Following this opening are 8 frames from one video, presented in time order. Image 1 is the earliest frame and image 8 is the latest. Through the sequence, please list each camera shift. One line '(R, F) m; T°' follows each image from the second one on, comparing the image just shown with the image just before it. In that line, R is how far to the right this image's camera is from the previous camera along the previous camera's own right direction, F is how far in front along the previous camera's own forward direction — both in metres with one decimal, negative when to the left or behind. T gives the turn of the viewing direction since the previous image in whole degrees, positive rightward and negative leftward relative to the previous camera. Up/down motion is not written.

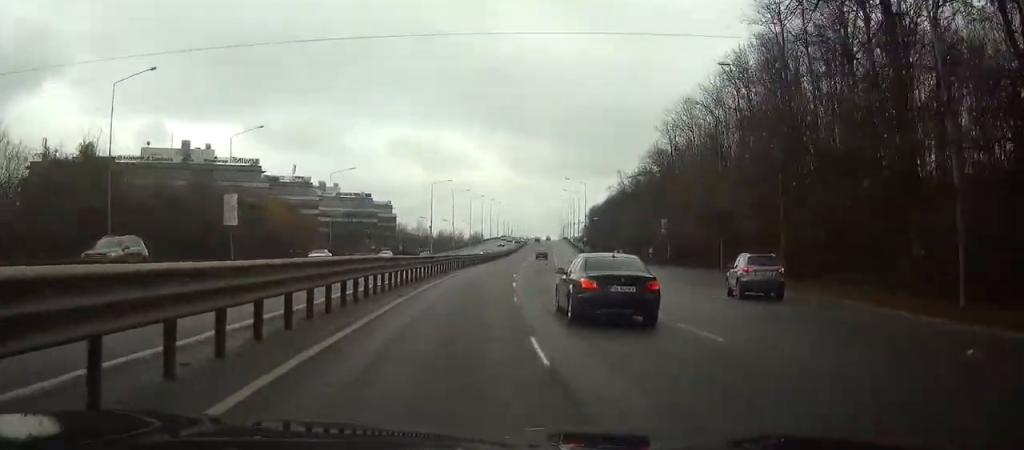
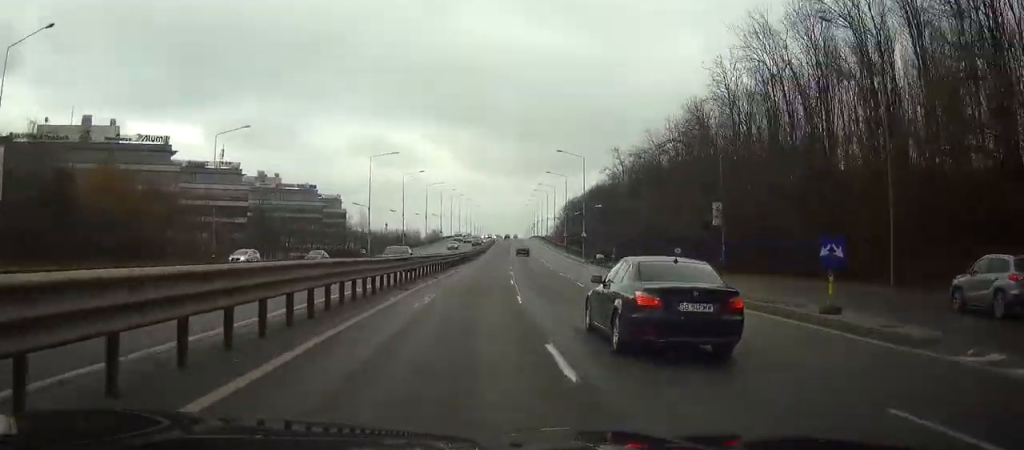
(+1.0, +33.4) m; +3°
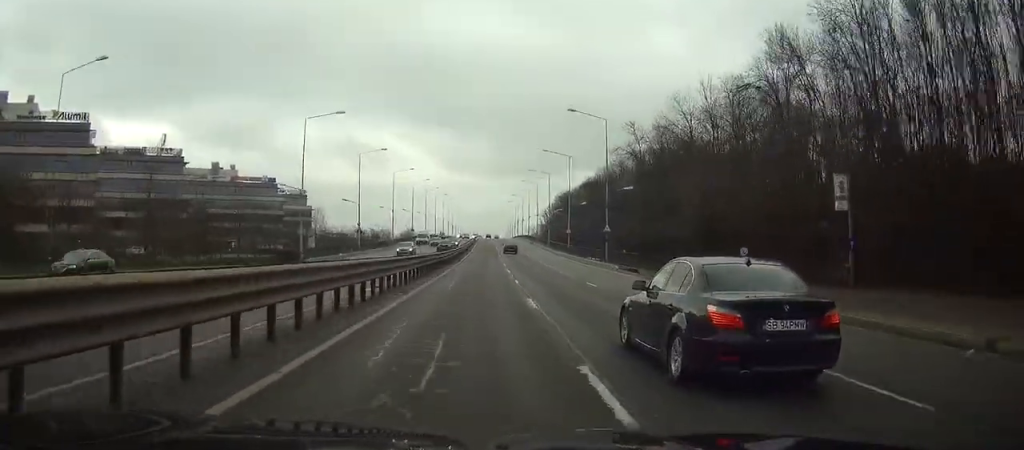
(+0.5, +25.4) m; +2°
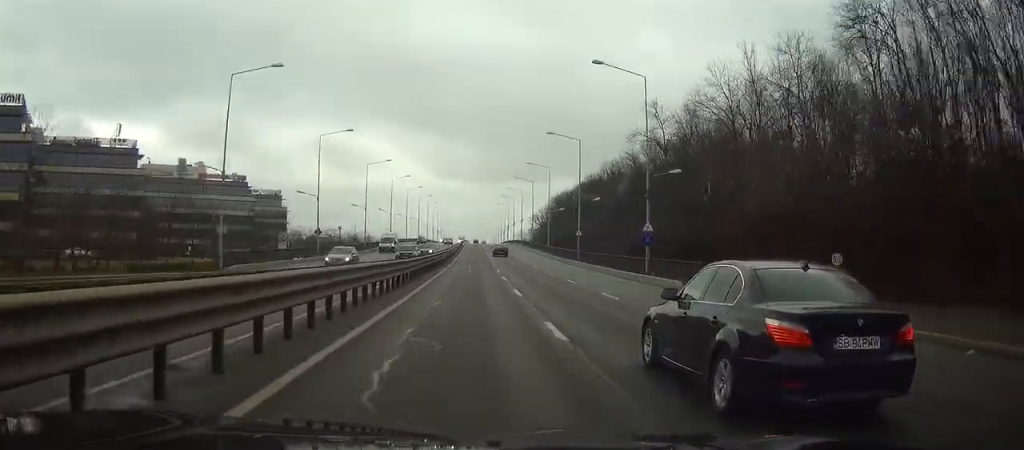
(+0.3, +17.3) m; +1°
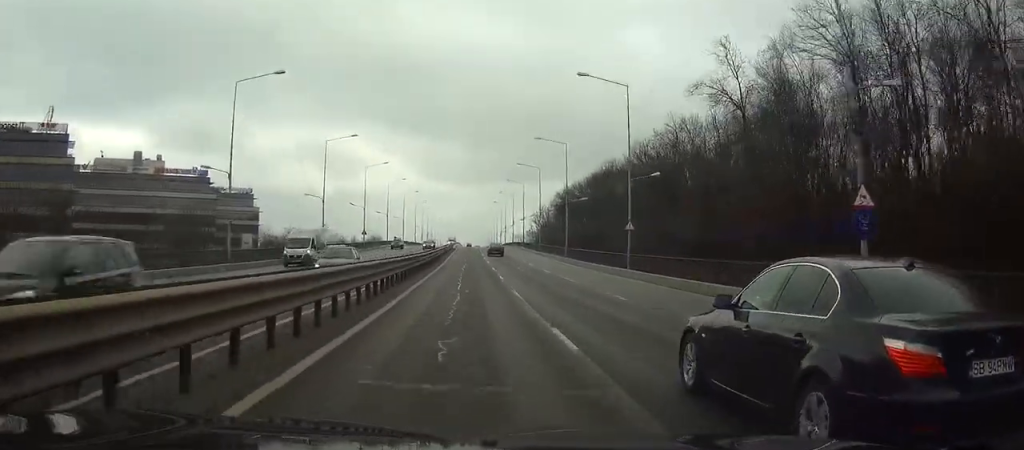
(+0.3, +24.7) m; +1°
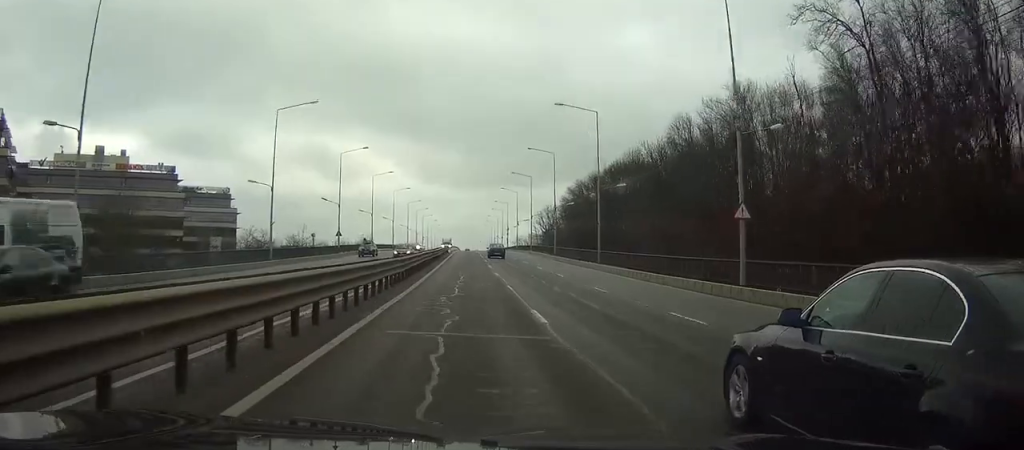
(+0.1, +19.3) m; +1°
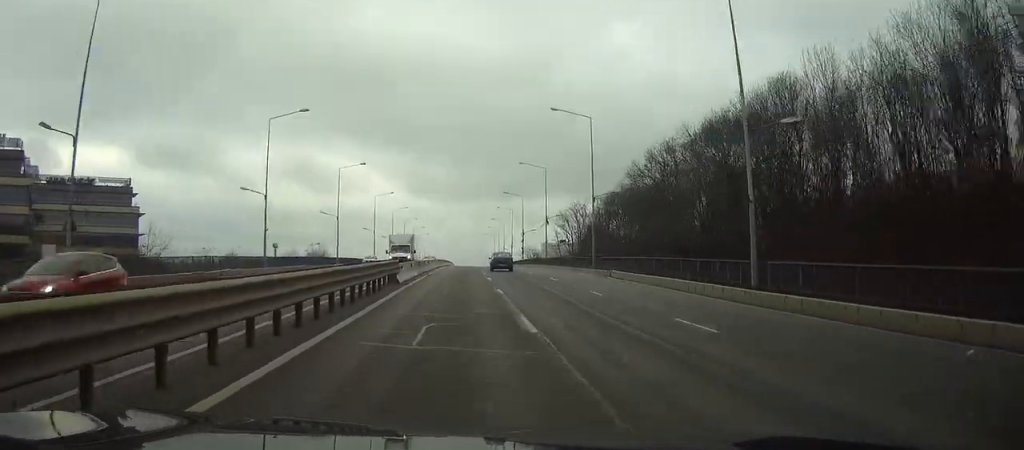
(+0.3, +59.3) m; 0°
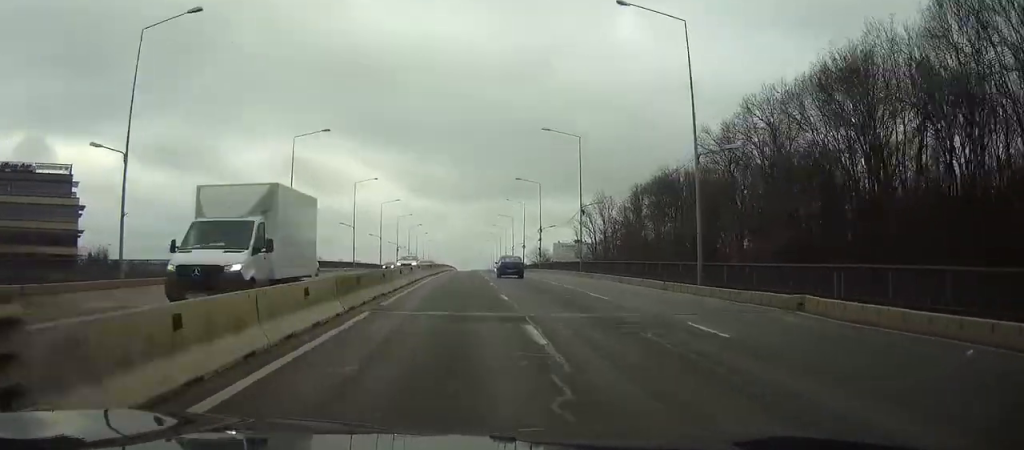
(0.0, +24.9) m; 0°
